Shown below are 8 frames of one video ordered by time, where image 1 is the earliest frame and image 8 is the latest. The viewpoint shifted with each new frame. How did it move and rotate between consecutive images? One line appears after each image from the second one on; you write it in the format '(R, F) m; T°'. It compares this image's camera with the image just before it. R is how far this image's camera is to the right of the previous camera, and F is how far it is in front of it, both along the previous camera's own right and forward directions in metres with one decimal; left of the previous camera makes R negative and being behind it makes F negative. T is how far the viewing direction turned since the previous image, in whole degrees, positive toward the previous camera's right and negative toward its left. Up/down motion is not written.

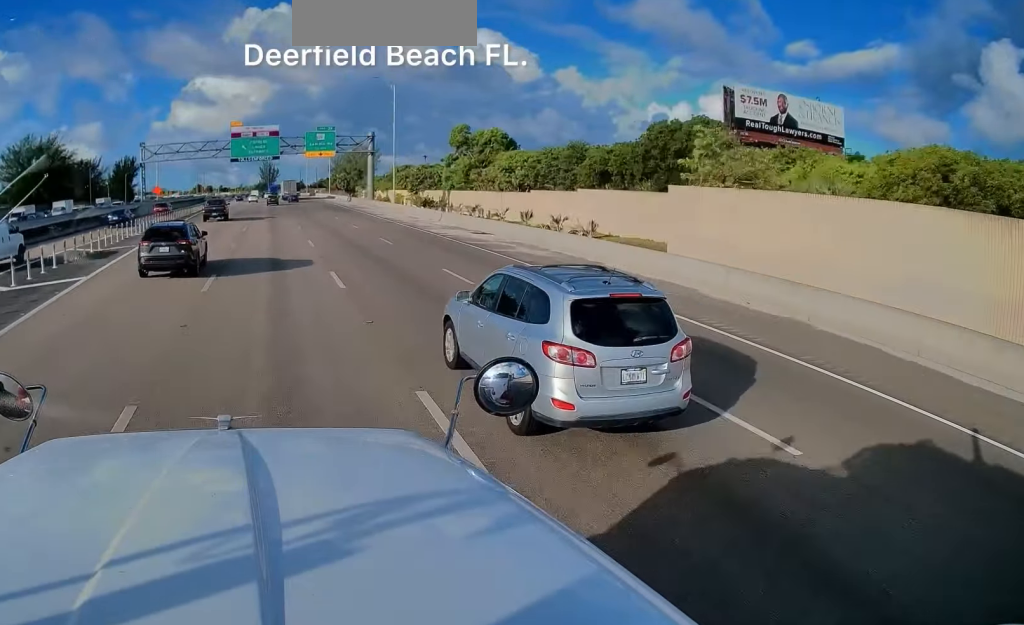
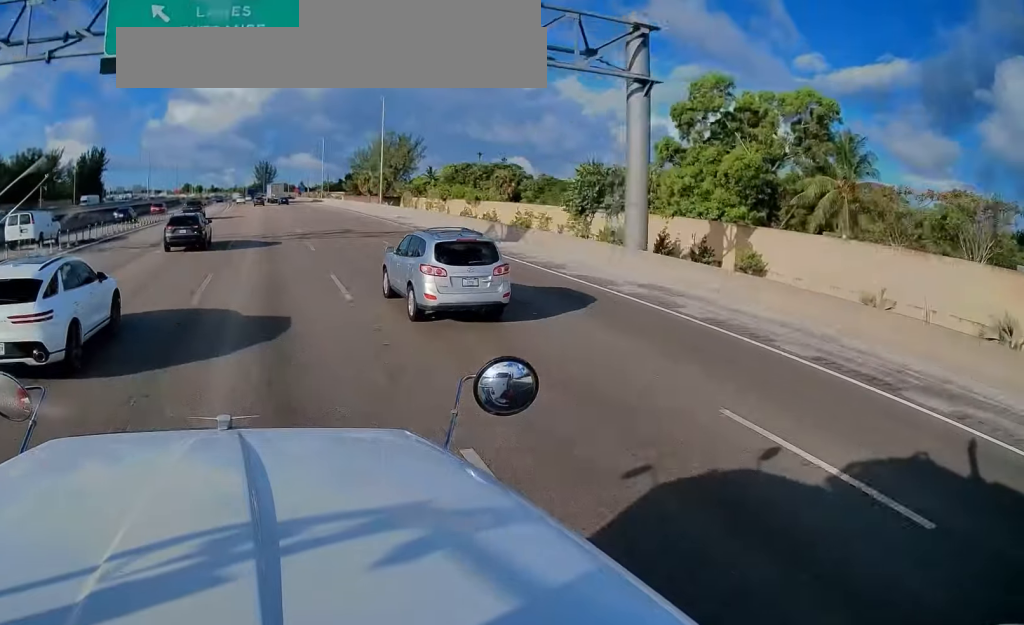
(+0.7, +73.6) m; 0°
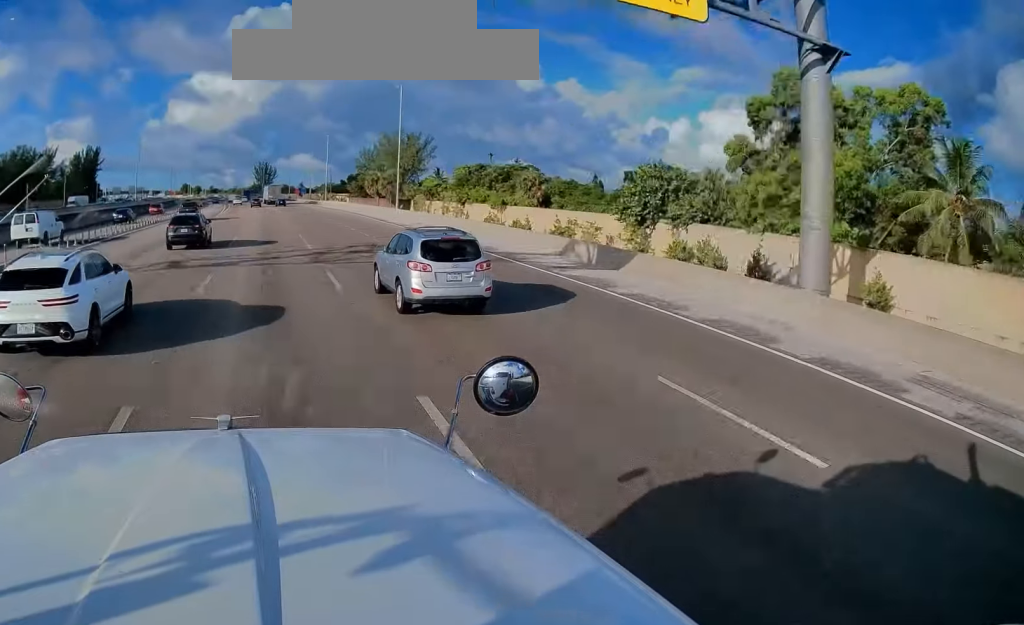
(0.0, +10.6) m; 0°
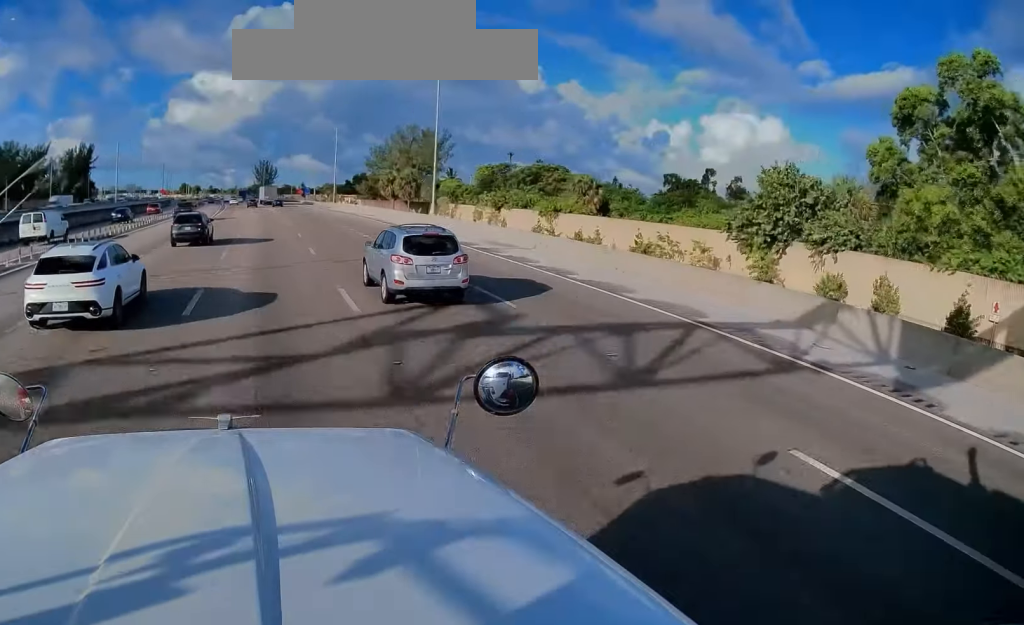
(-0.1, +16.0) m; -1°
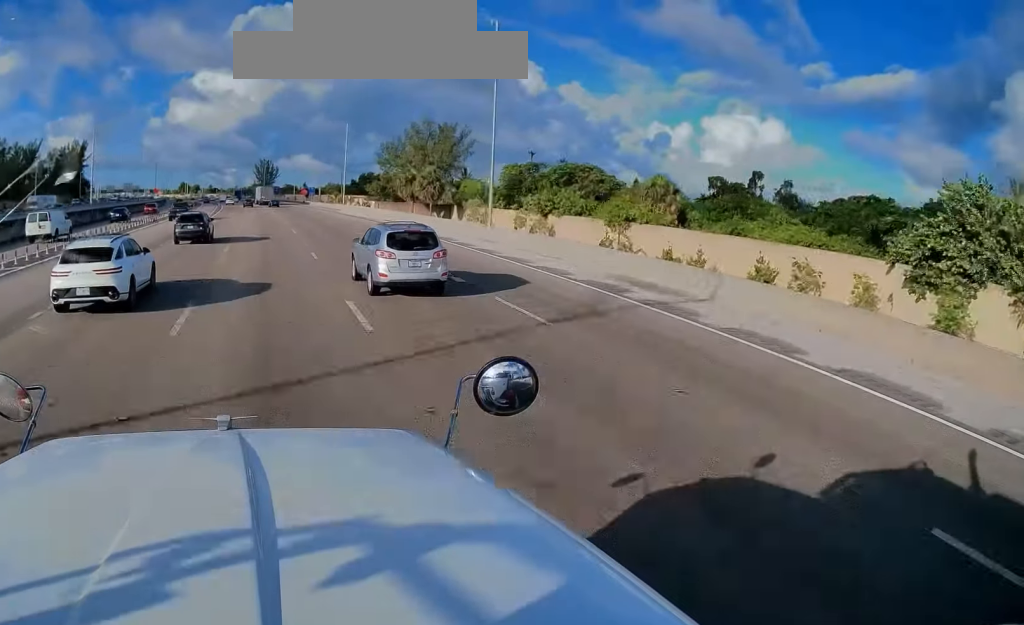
(-0.2, +14.2) m; 0°
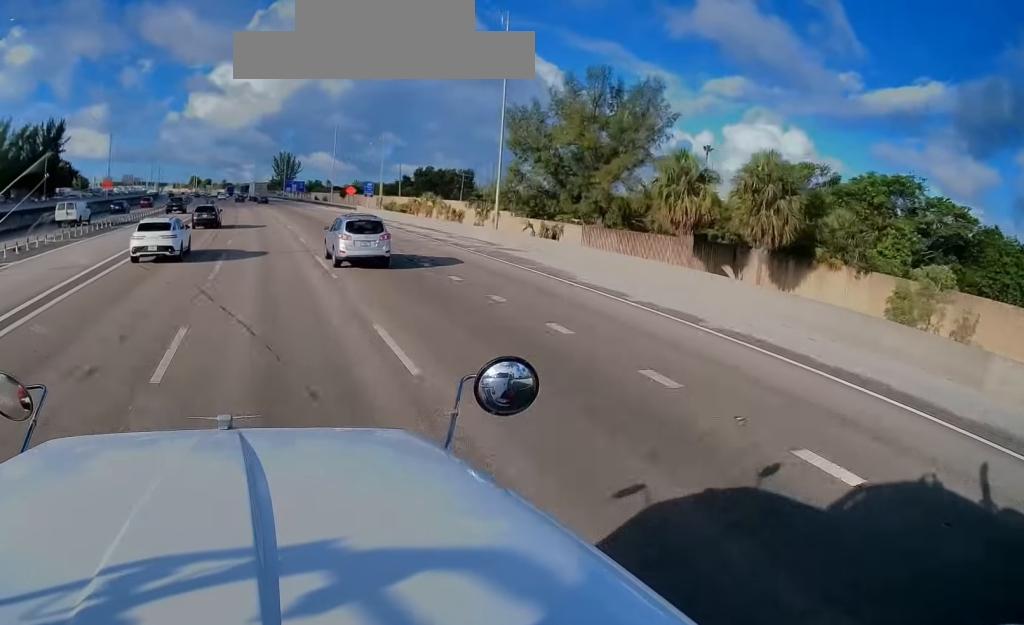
(-0.1, +63.3) m; 0°
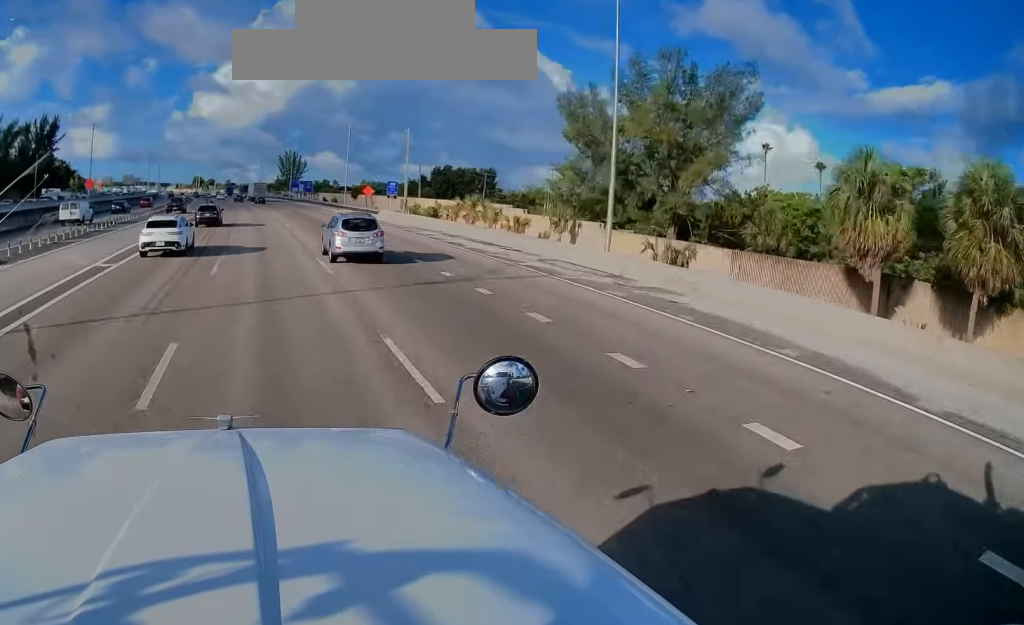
(0.0, +13.4) m; 0°
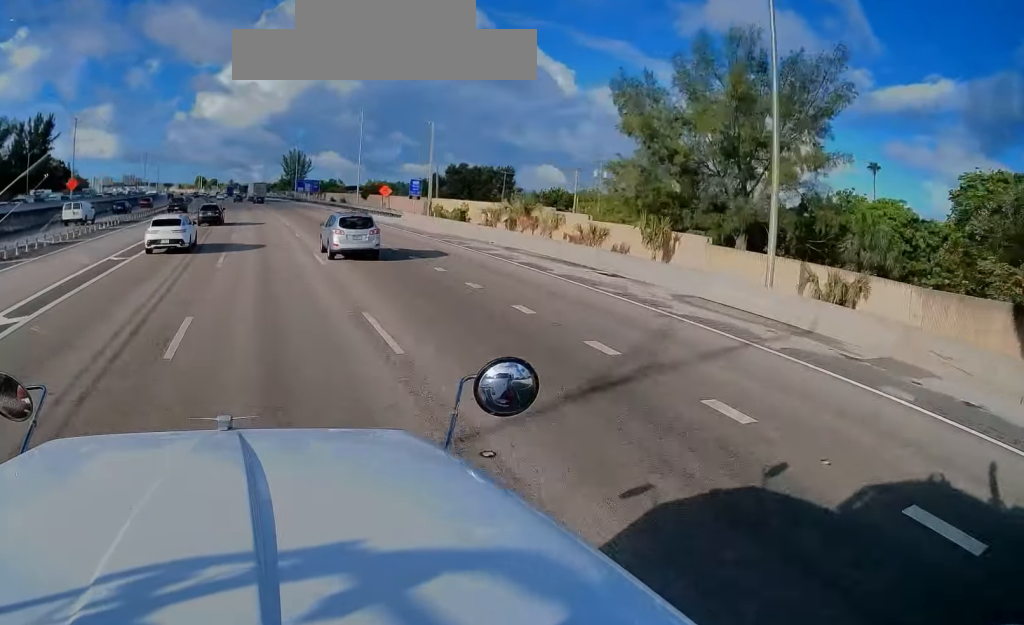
(0.0, +10.7) m; 0°
